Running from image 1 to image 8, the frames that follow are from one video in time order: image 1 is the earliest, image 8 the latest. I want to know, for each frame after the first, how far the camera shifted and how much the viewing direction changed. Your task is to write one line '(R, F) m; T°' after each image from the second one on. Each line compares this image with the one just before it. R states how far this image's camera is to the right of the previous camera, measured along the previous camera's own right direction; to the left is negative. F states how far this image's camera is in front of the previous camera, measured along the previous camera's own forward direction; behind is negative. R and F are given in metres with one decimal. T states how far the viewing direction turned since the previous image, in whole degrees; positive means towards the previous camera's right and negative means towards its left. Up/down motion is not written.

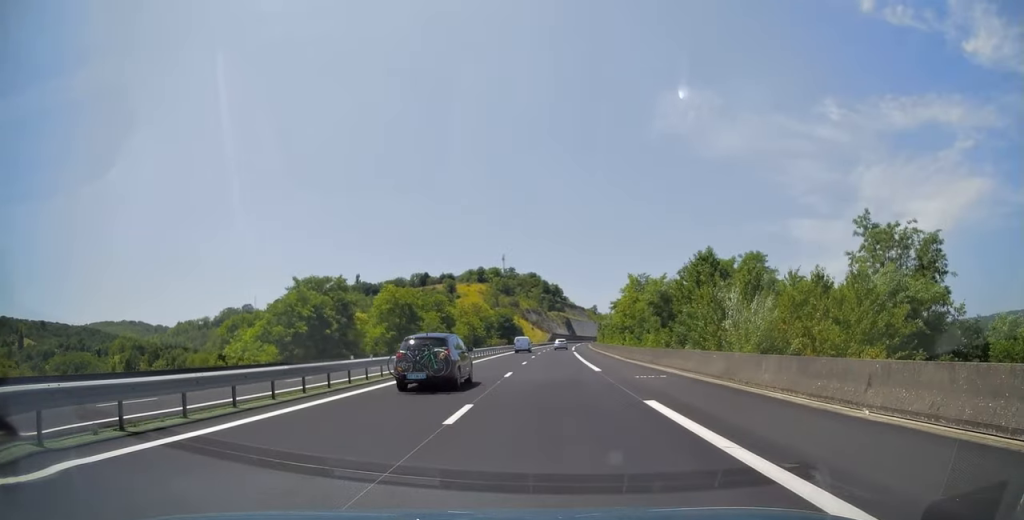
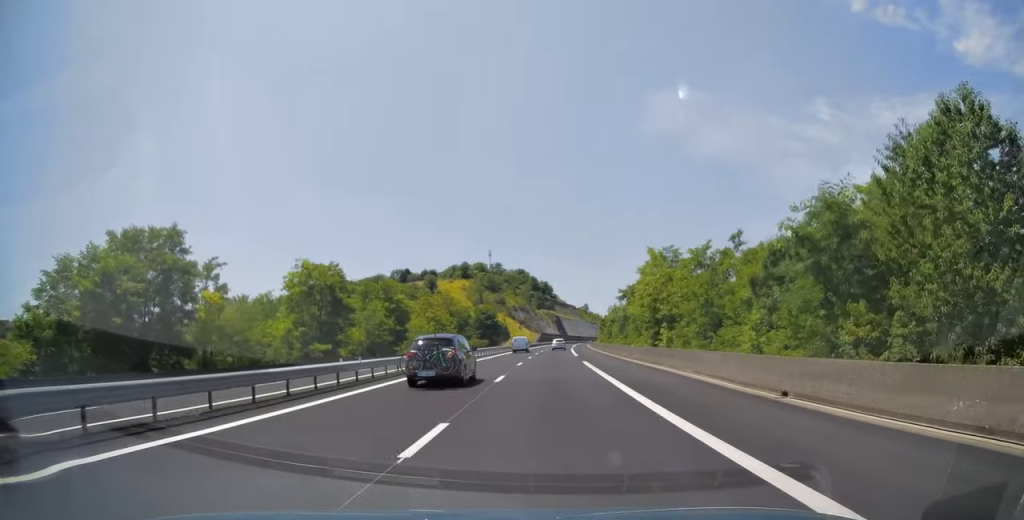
(+0.3, +28.7) m; +1°
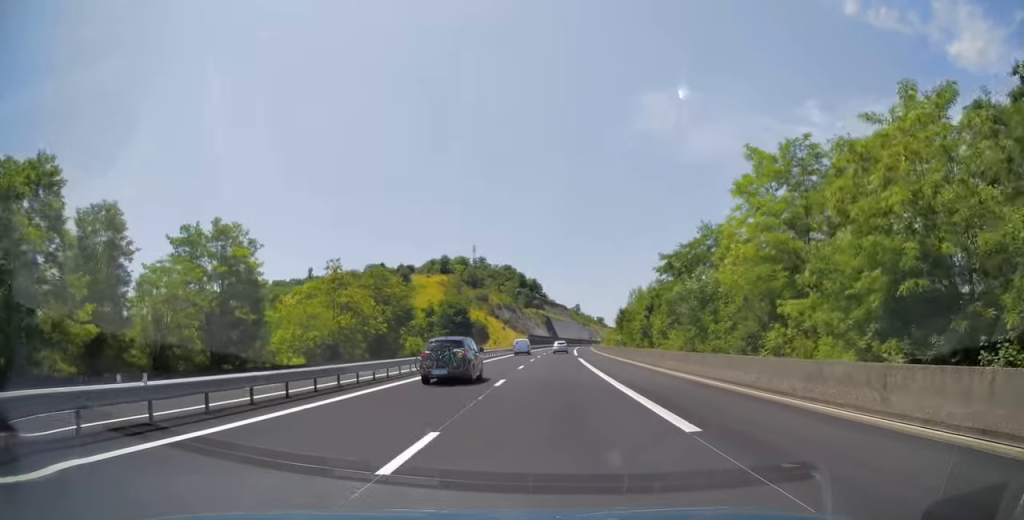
(+0.3, +40.0) m; +1°
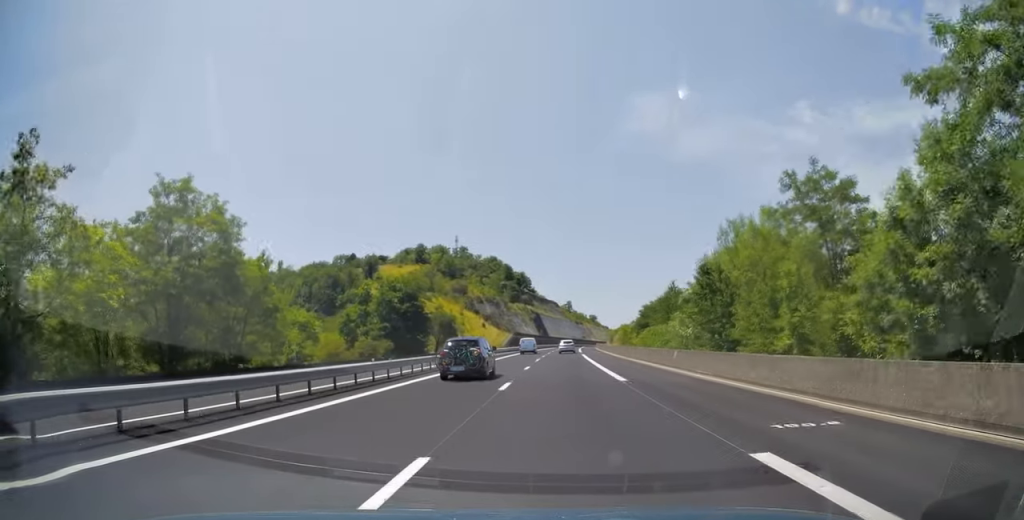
(+0.4, +41.1) m; +1°
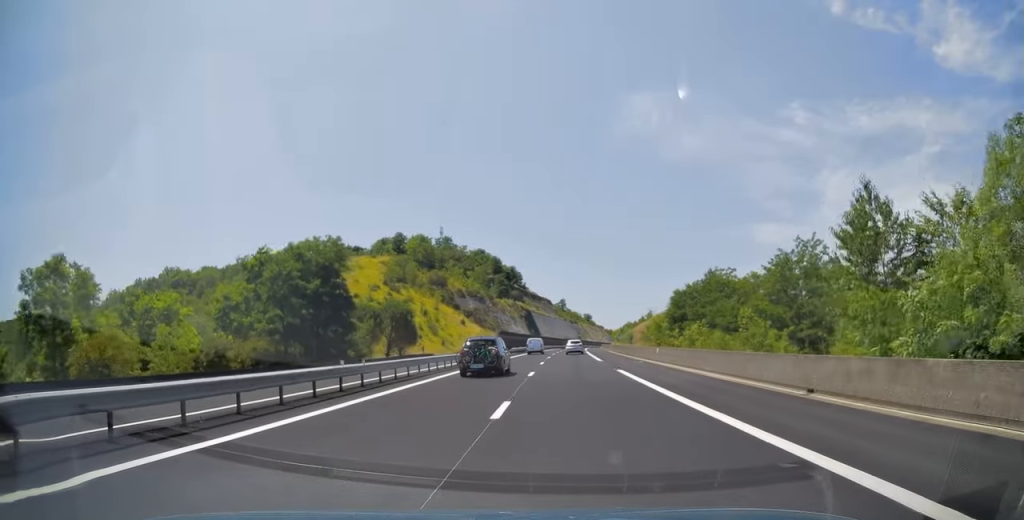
(+0.3, +32.5) m; +1°
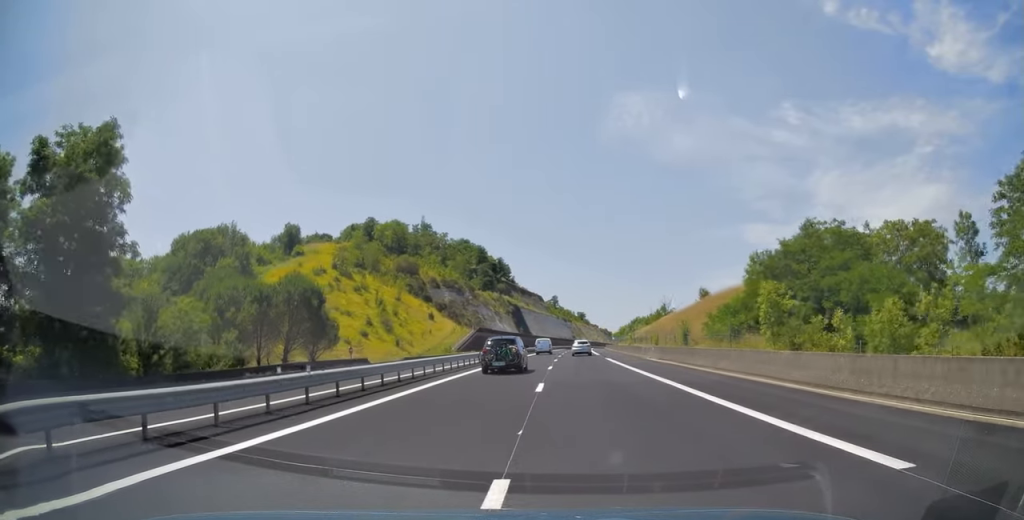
(+0.3, +33.6) m; +1°
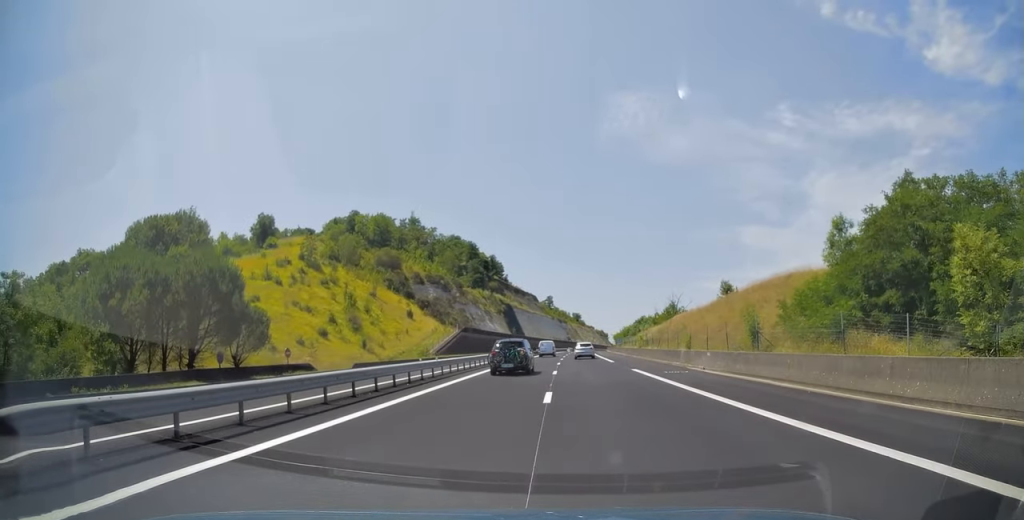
(+0.1, +15.5) m; 0°
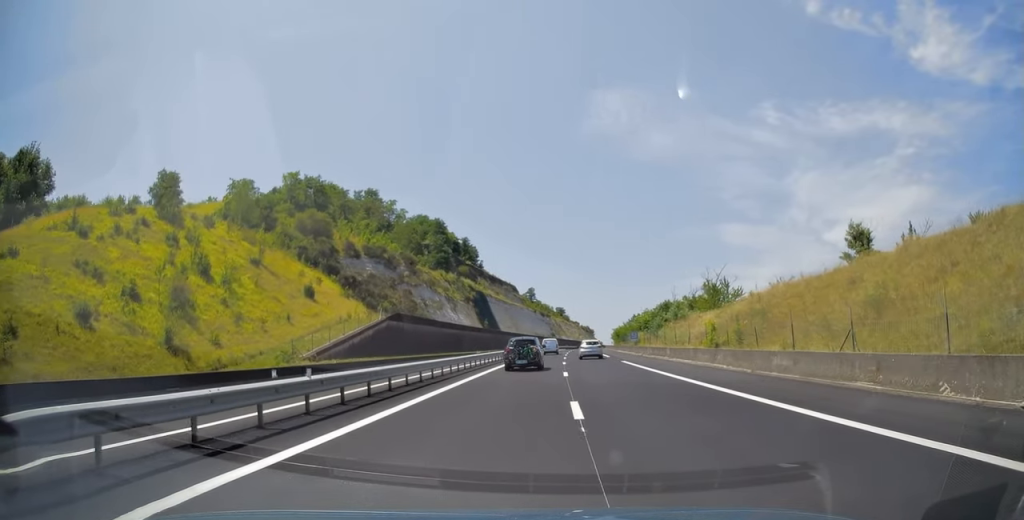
(+0.4, +42.2) m; +1°
